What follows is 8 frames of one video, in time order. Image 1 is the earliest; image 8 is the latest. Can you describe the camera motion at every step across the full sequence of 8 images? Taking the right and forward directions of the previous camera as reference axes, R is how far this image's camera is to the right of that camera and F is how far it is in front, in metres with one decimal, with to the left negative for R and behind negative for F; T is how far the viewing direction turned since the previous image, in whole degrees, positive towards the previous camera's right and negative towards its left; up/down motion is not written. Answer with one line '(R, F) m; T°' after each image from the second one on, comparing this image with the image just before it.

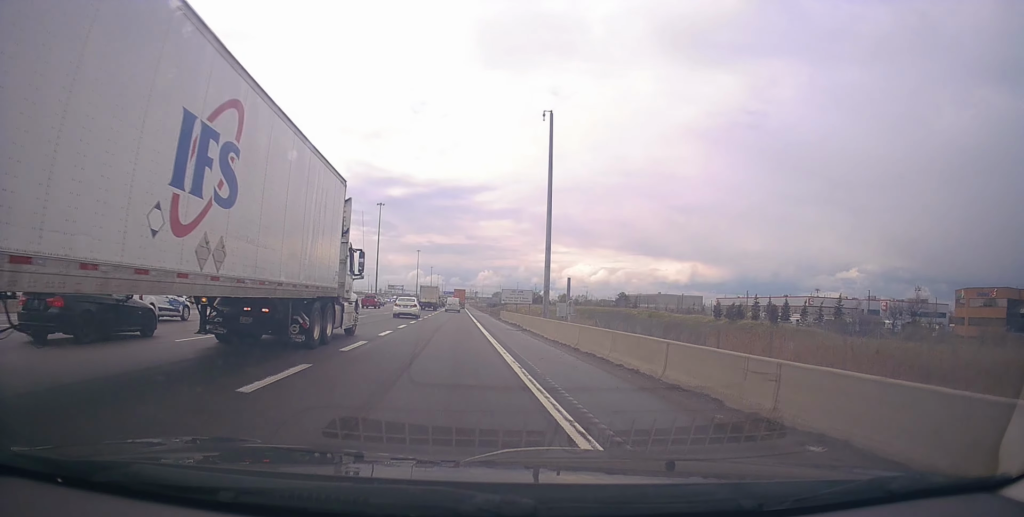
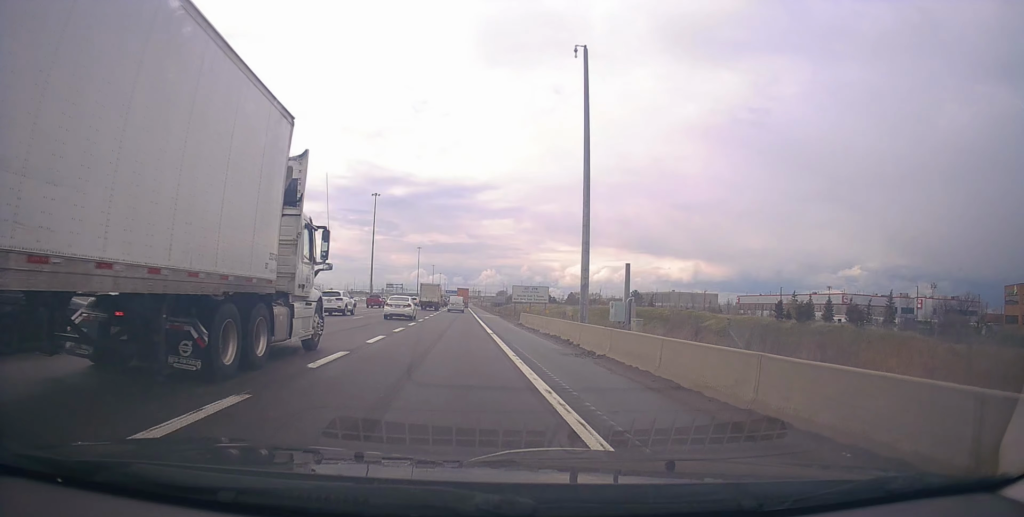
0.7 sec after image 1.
(-0.1, +15.0) m; -1°
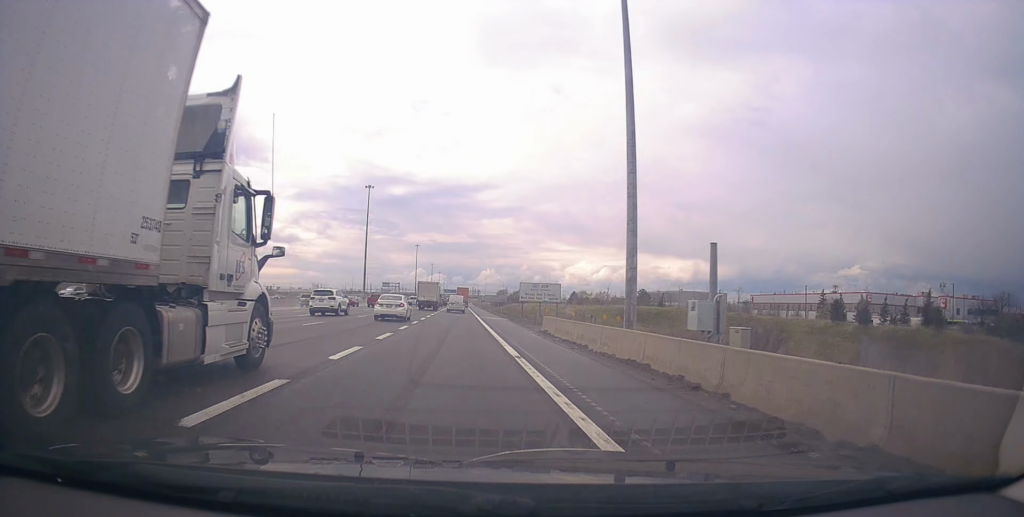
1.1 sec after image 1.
(-0.5, +11.1) m; 0°
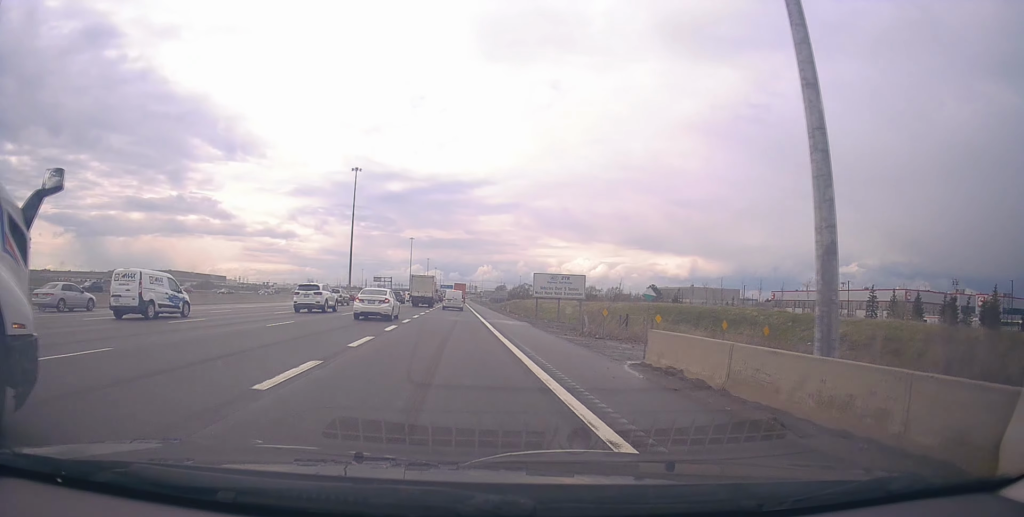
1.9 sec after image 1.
(+0.1, +15.4) m; 0°
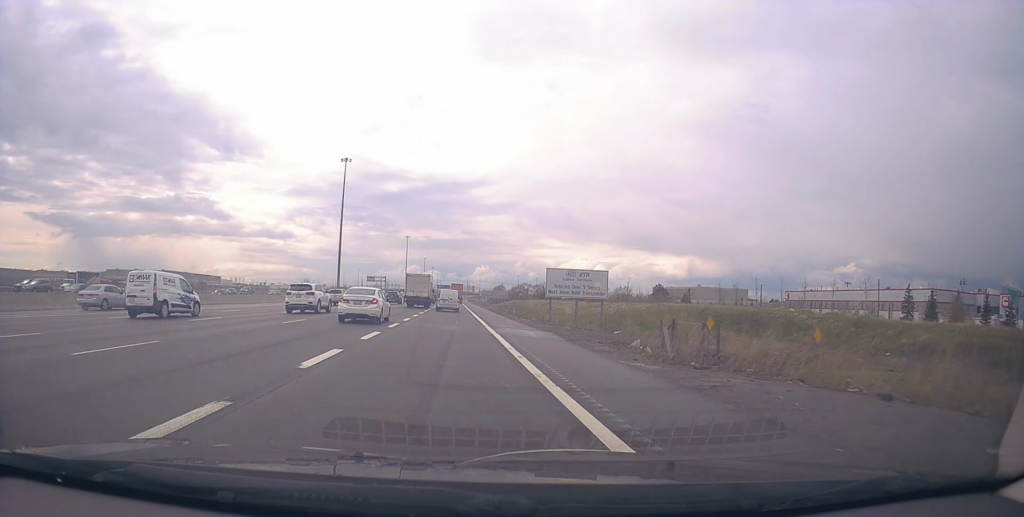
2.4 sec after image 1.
(+0.3, +10.7) m; 0°
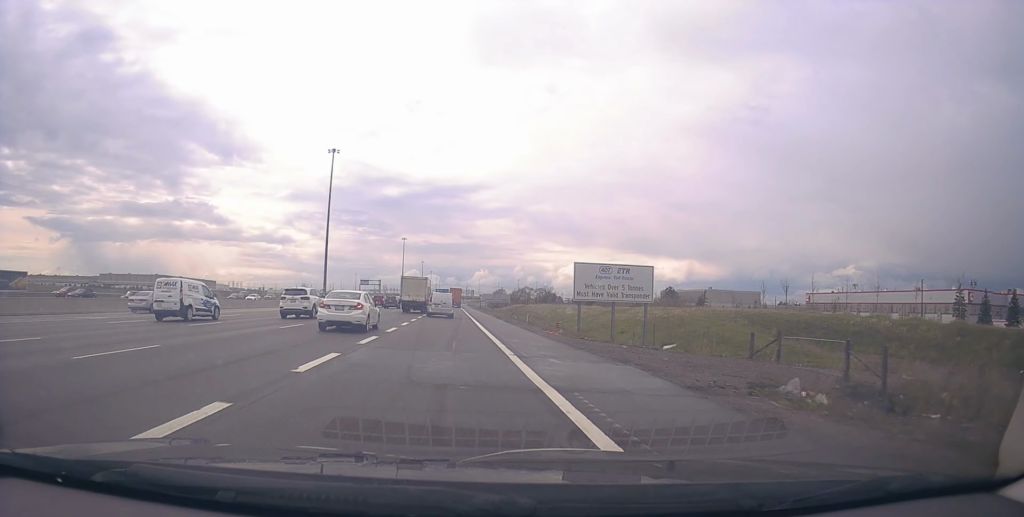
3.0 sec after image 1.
(-0.2, +11.7) m; 0°
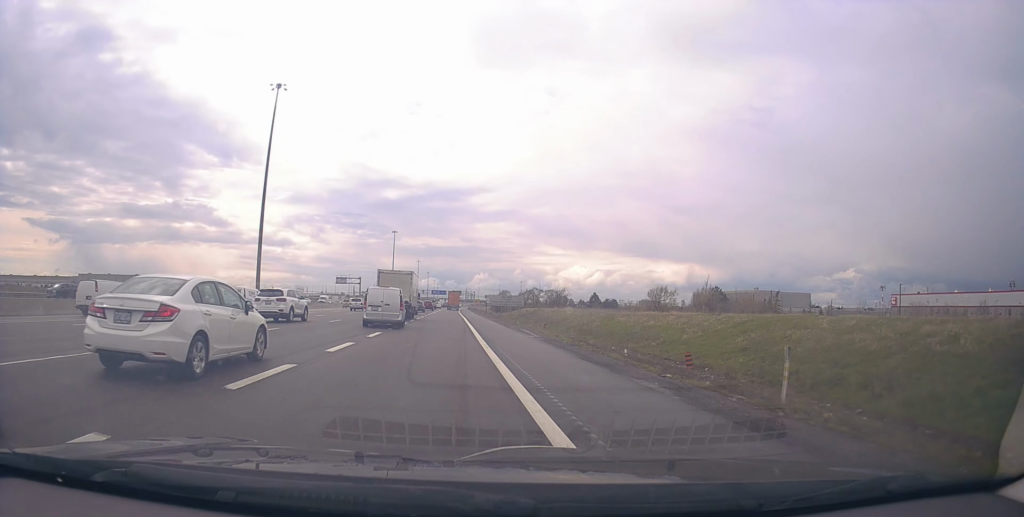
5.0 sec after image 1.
(+0.8, +38.4) m; +2°
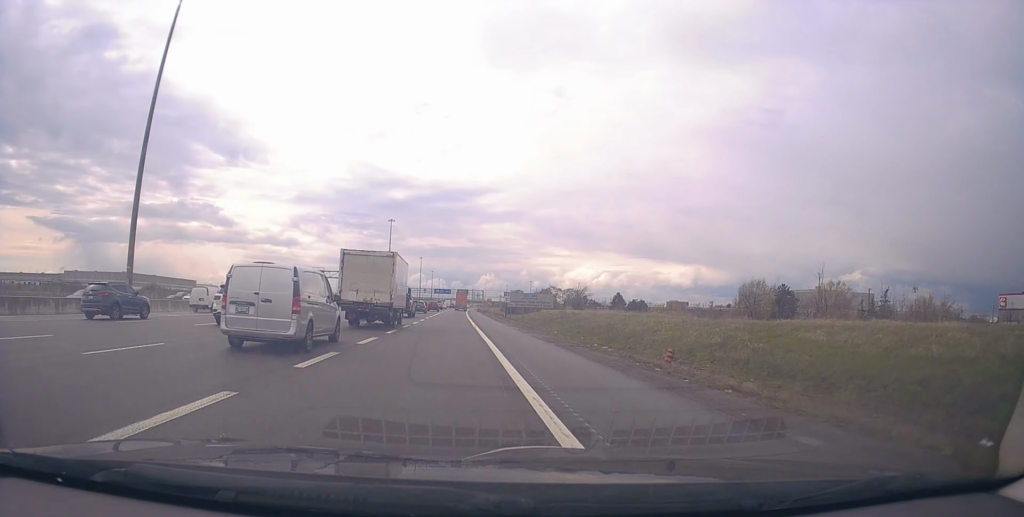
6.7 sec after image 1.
(-0.7, +33.7) m; -2°
